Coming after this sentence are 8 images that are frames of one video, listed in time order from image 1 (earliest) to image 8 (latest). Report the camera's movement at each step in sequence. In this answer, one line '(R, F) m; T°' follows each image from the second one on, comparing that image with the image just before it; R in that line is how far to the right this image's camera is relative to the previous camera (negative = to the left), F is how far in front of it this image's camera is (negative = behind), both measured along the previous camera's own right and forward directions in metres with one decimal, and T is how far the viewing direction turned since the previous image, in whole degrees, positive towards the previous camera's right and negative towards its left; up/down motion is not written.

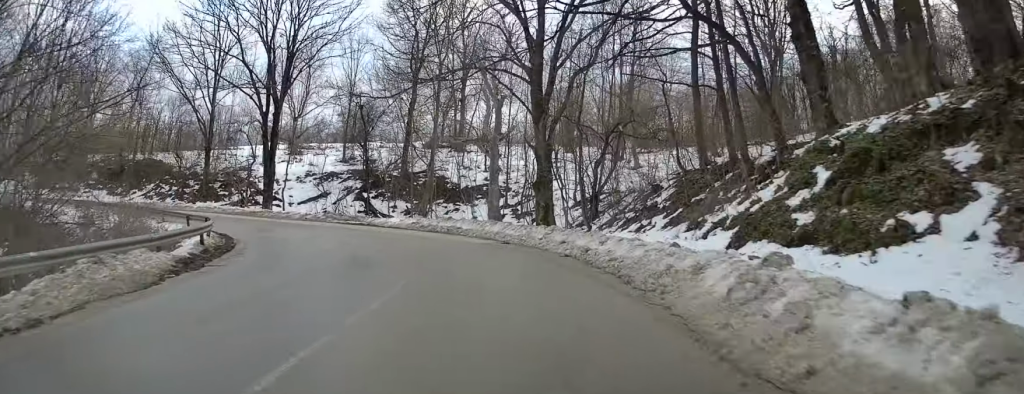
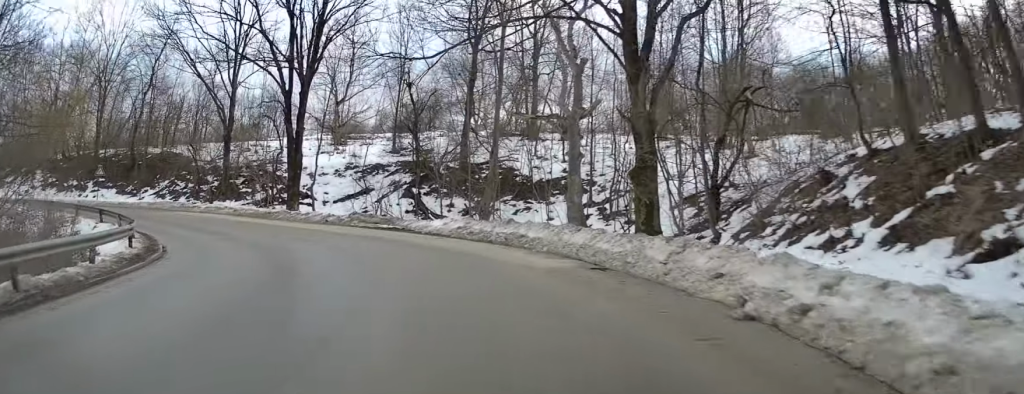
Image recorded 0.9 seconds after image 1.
(-0.3, +9.5) m; -6°
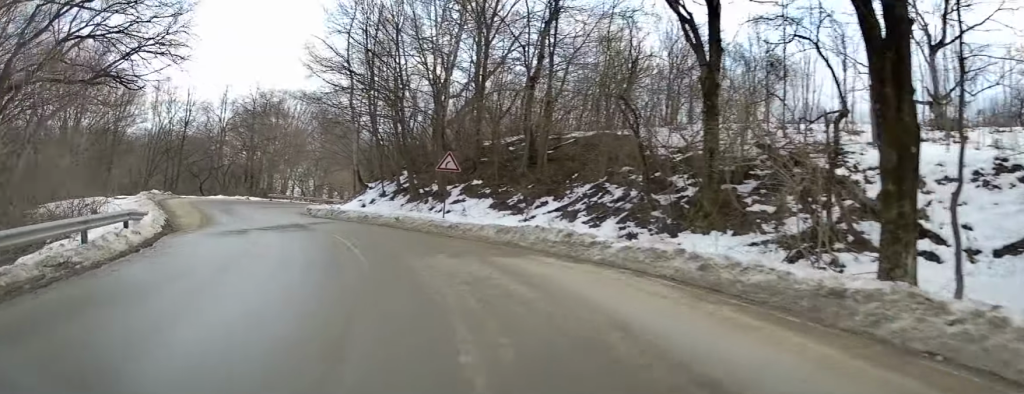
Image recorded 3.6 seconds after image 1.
(-6.9, +25.0) m; -40°
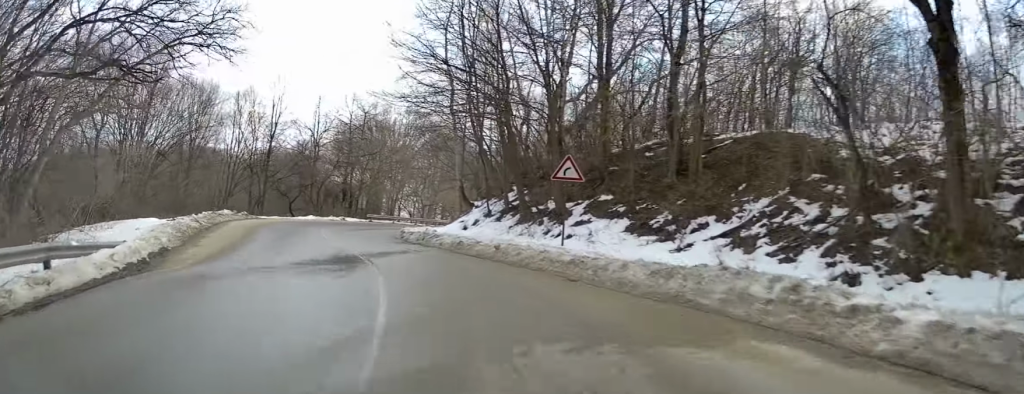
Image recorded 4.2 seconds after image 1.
(-1.1, +6.4) m; -11°
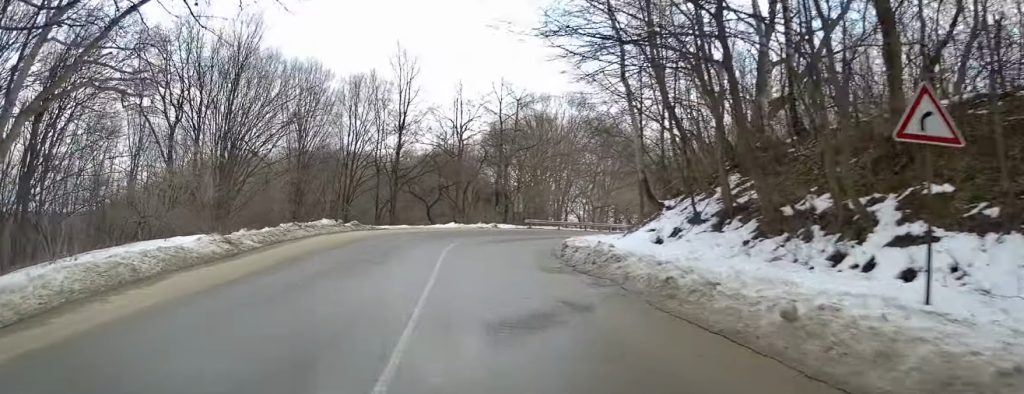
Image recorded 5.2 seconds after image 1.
(-1.3, +10.3) m; -9°
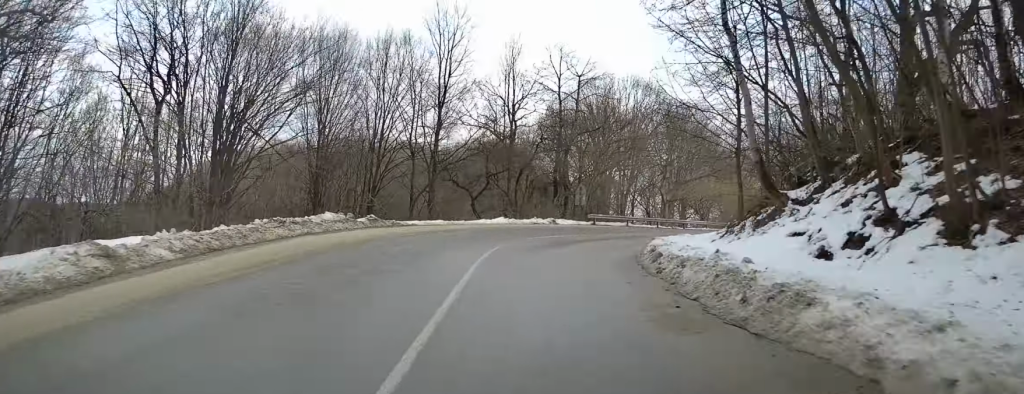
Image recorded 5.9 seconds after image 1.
(-0.2, +7.6) m; -3°
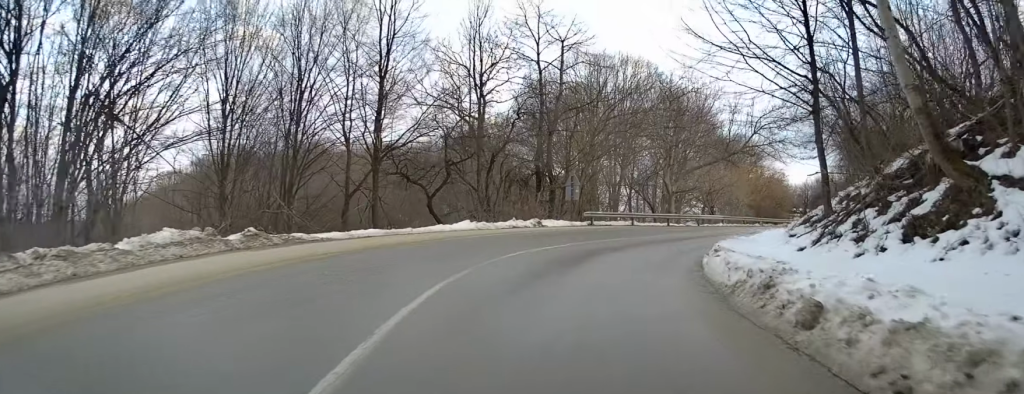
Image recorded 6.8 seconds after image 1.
(-0.2, +10.0) m; -1°
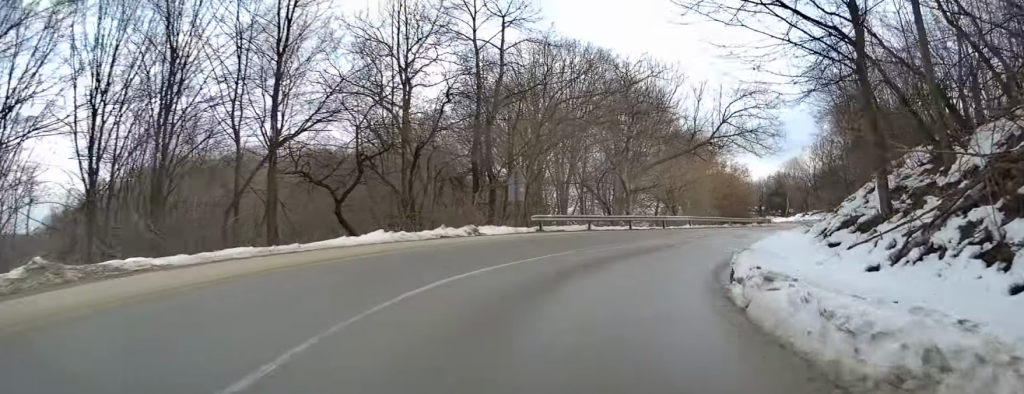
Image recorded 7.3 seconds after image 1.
(-0.3, +6.1) m; +1°
